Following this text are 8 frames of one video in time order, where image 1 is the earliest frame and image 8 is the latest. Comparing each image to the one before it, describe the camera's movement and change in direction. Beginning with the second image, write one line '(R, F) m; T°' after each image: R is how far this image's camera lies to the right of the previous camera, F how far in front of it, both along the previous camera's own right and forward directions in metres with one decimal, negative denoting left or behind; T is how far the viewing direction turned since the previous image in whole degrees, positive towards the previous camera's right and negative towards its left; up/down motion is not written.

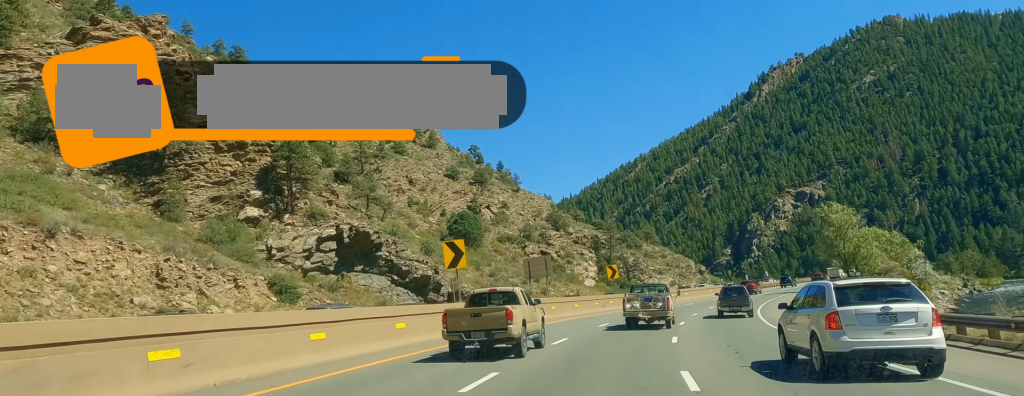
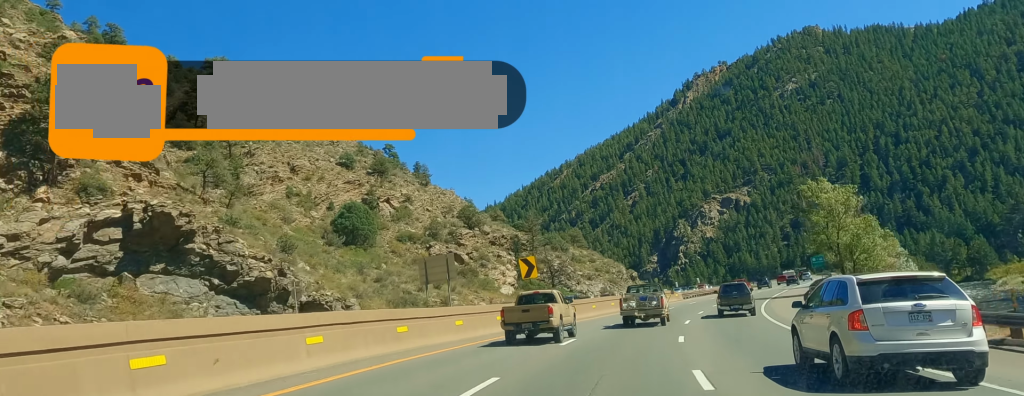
(+1.3, +24.1) m; +6°
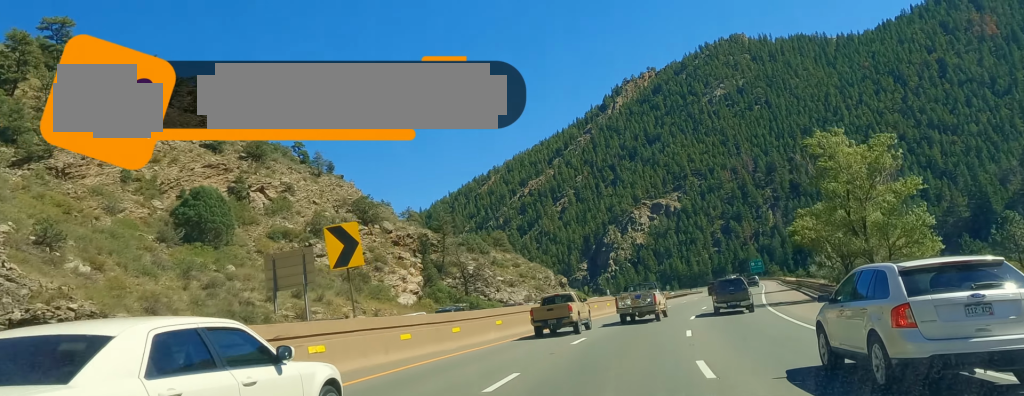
(+1.4, +22.8) m; +5°
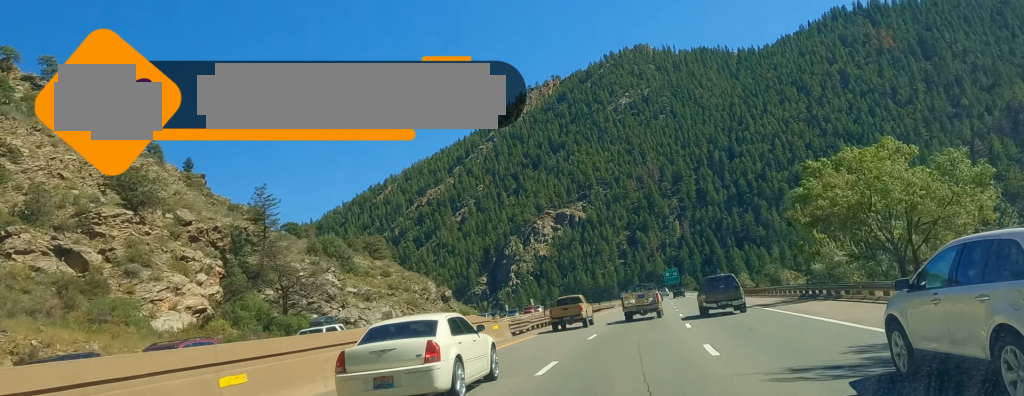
(+2.2, +32.9) m; +4°
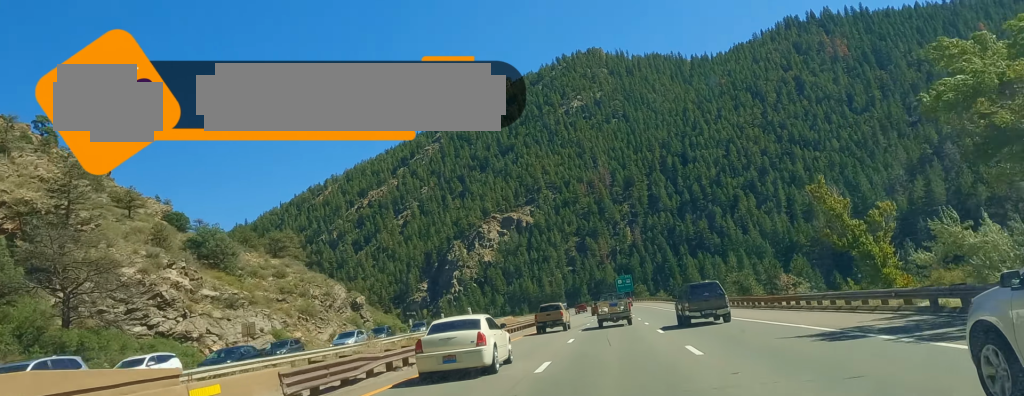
(+1.0, +22.4) m; +2°
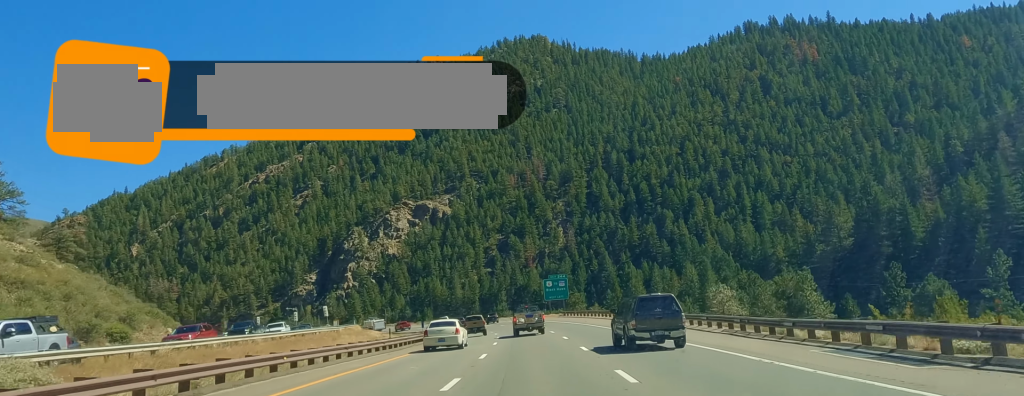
(-0.5, +62.9) m; -2°
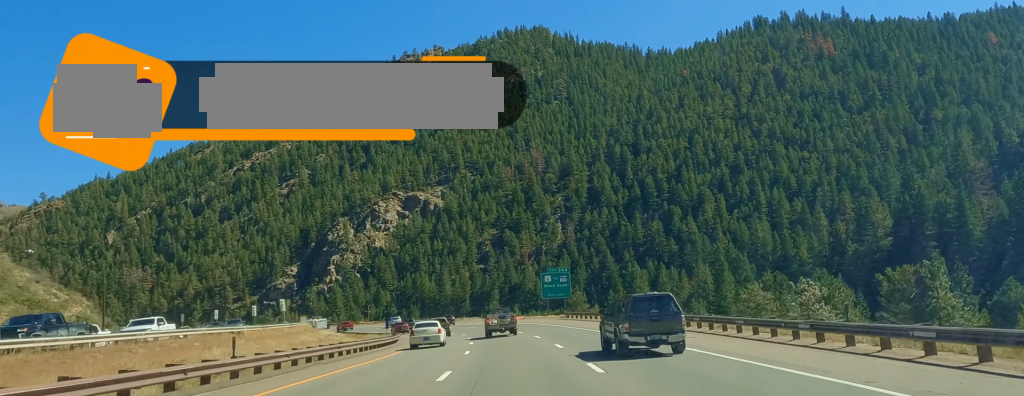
(+0.4, +20.6) m; -2°
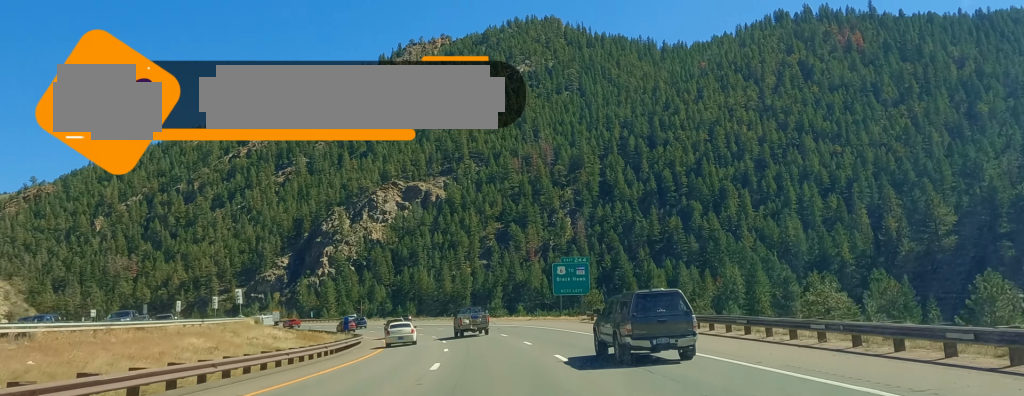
(+0.1, +19.8) m; -2°
